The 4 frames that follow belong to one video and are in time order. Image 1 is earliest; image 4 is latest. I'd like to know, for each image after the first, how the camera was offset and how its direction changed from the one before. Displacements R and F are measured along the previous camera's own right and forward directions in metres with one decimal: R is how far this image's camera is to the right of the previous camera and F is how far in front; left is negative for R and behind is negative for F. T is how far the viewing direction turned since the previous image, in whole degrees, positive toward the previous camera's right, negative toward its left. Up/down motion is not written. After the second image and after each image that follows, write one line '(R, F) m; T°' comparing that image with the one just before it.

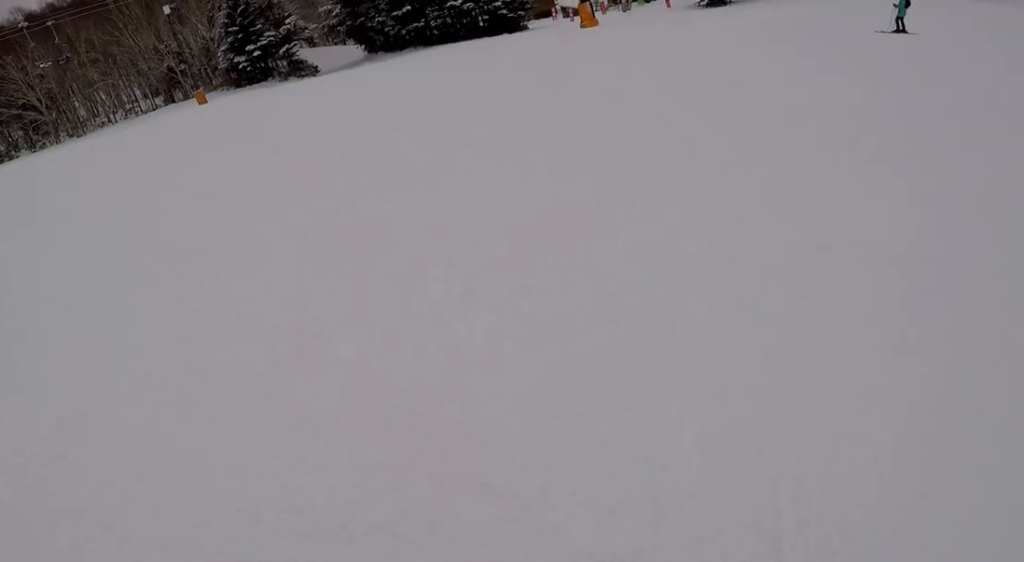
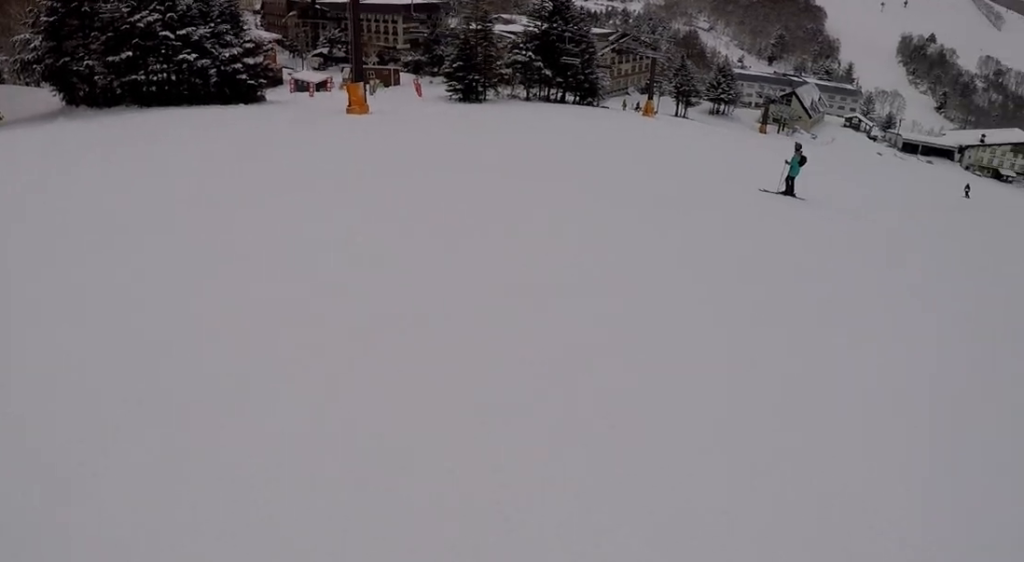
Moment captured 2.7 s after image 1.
(-2.0, +12.9) m; +5°
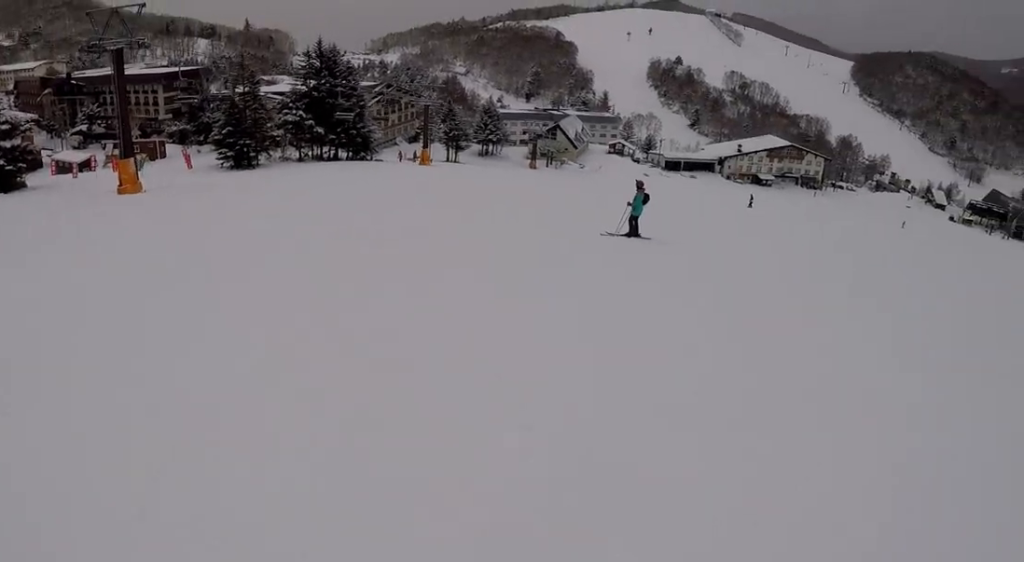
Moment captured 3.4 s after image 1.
(+0.6, +2.8) m; +28°
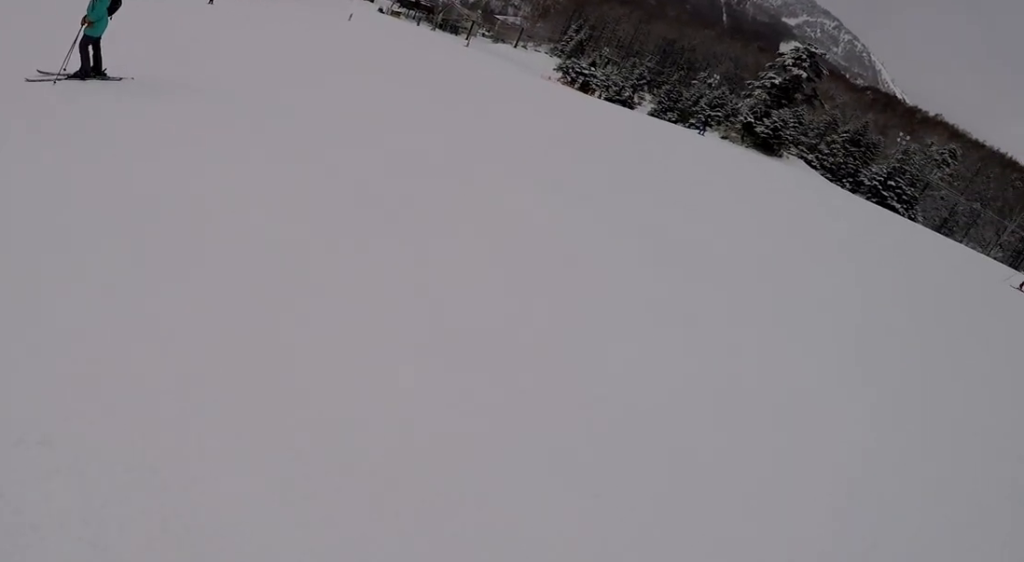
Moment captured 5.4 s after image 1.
(+6.2, +6.3) m; +69°
